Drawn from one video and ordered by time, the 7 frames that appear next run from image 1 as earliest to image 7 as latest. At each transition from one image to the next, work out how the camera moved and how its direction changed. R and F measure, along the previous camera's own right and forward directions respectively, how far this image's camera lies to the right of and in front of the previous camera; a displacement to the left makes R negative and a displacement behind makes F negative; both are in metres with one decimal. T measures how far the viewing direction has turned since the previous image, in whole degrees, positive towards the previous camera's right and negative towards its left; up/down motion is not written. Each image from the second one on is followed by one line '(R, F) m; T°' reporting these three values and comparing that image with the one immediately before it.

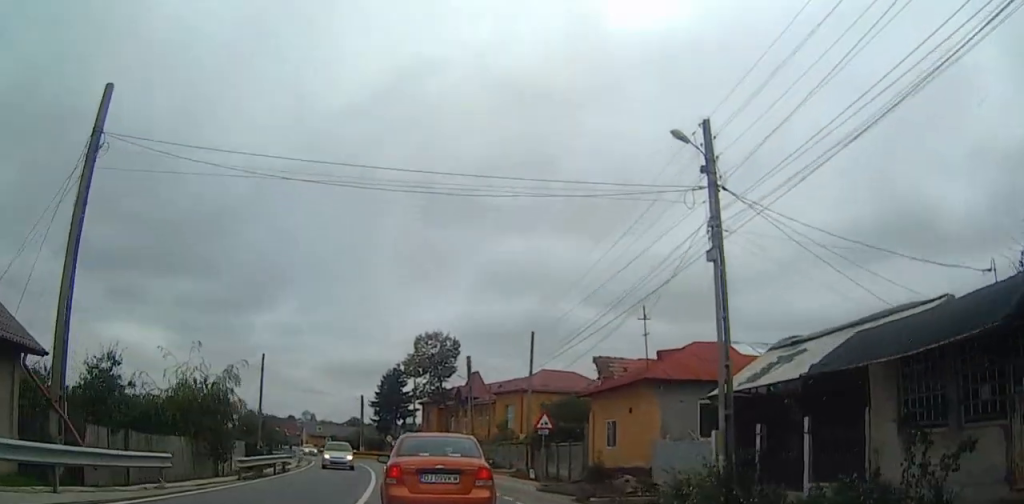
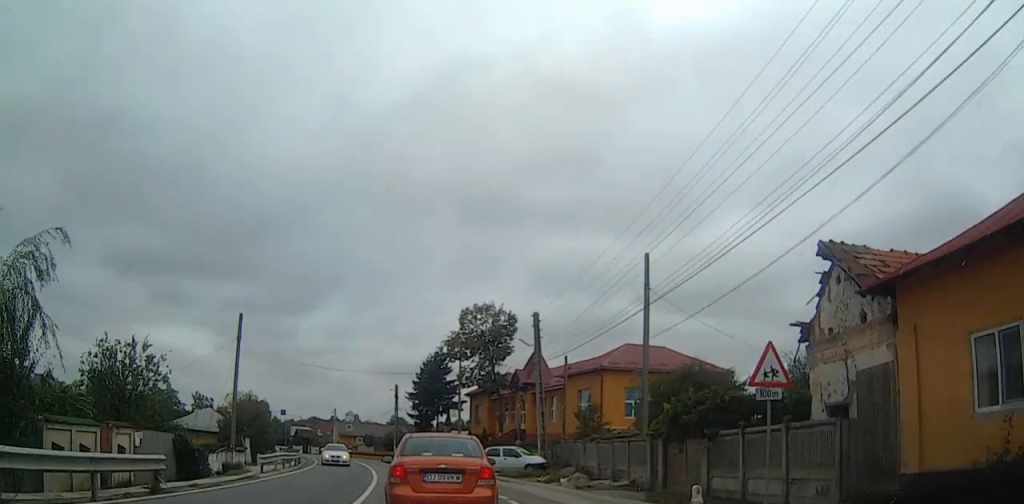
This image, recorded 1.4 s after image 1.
(-1.9, +15.9) m; -10°
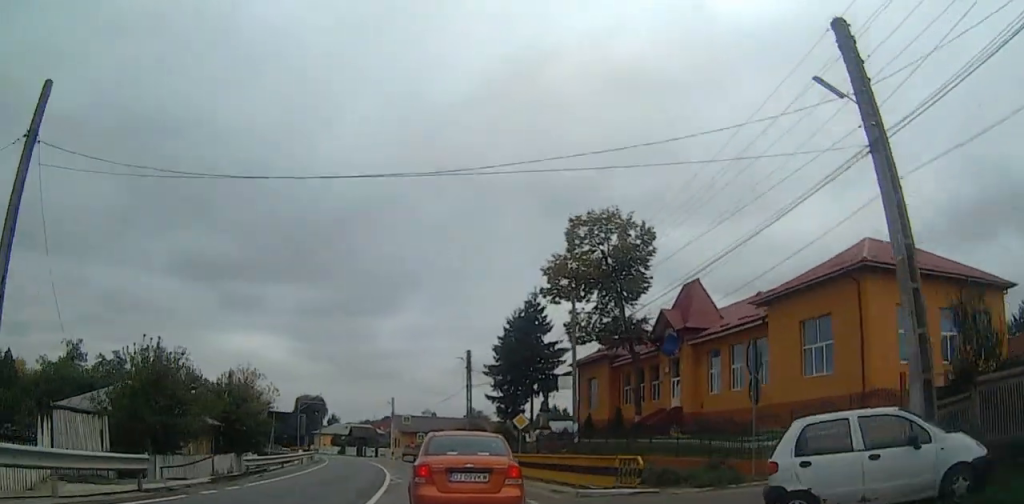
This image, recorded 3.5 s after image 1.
(-1.1, +23.2) m; -3°
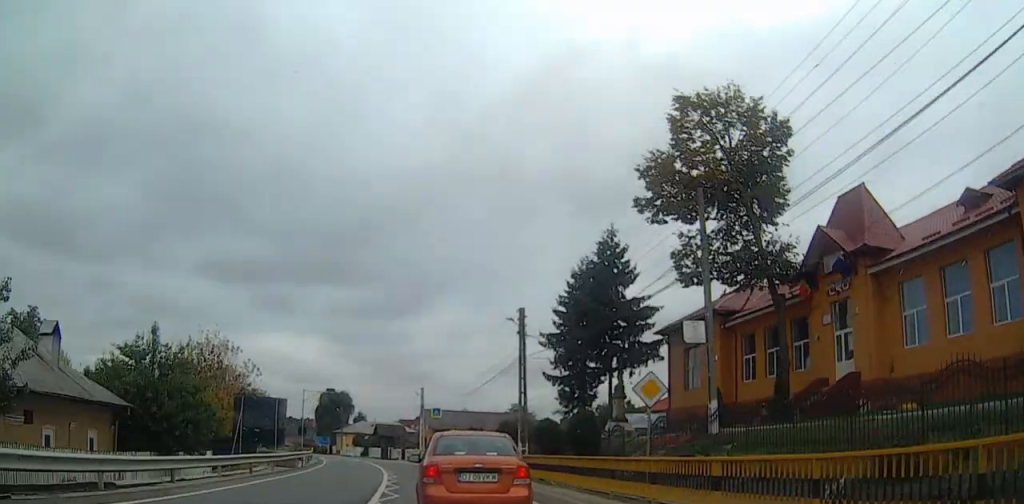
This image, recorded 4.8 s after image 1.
(0.0, +13.3) m; 0°
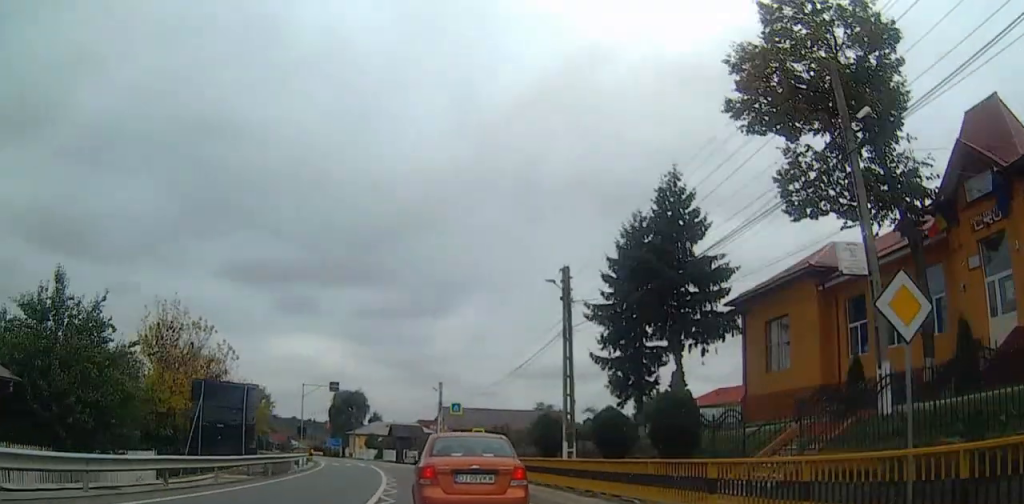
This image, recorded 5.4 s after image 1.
(0.0, +7.3) m; 0°
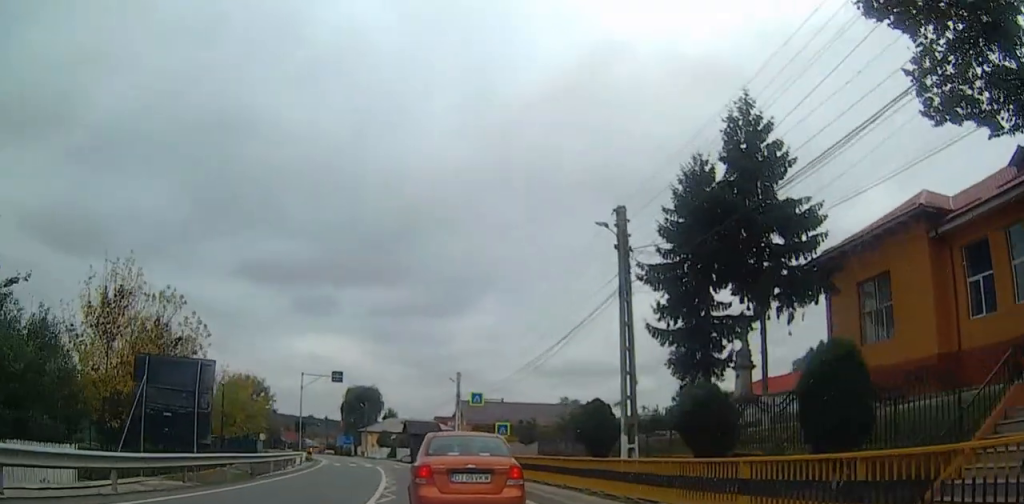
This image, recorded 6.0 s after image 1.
(0.0, +5.9) m; 0°
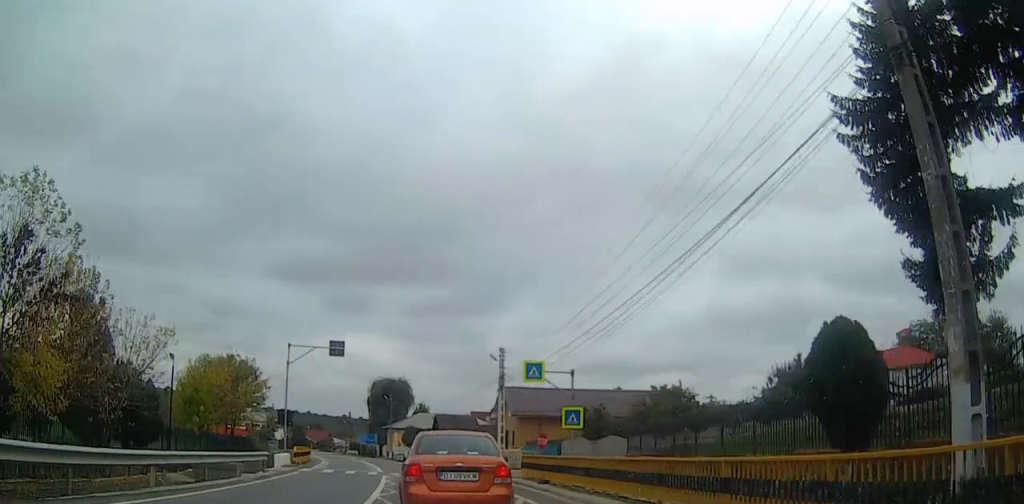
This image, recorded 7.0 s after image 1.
(0.0, +12.3) m; 0°
